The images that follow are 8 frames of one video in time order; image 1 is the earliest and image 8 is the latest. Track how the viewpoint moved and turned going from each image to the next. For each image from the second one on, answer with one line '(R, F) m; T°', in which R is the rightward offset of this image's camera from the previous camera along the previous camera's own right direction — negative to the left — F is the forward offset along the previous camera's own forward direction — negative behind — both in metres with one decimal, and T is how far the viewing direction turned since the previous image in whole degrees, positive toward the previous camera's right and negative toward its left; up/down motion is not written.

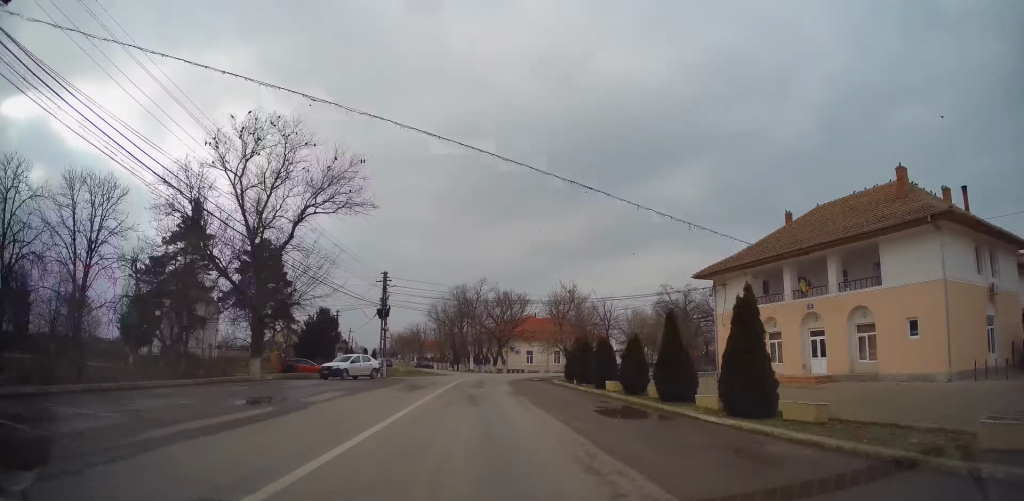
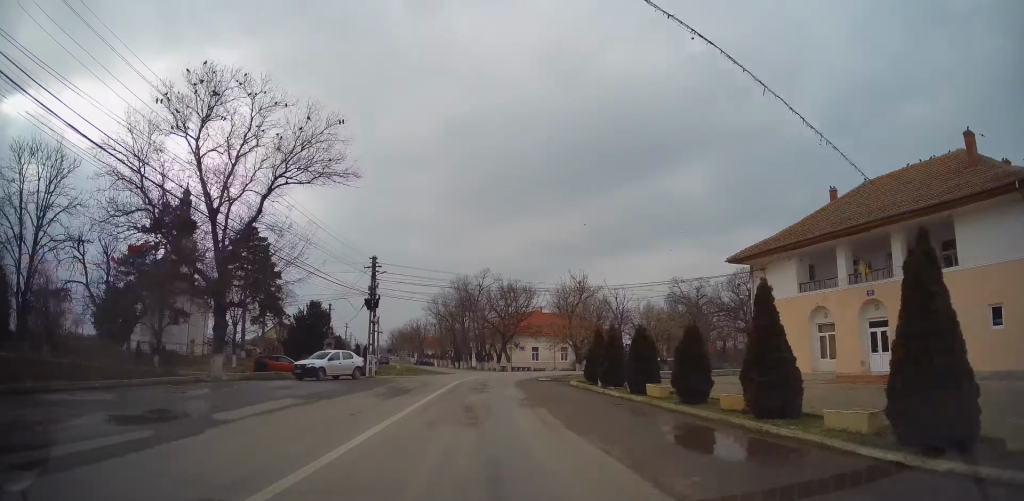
(0.0, +5.3) m; 0°
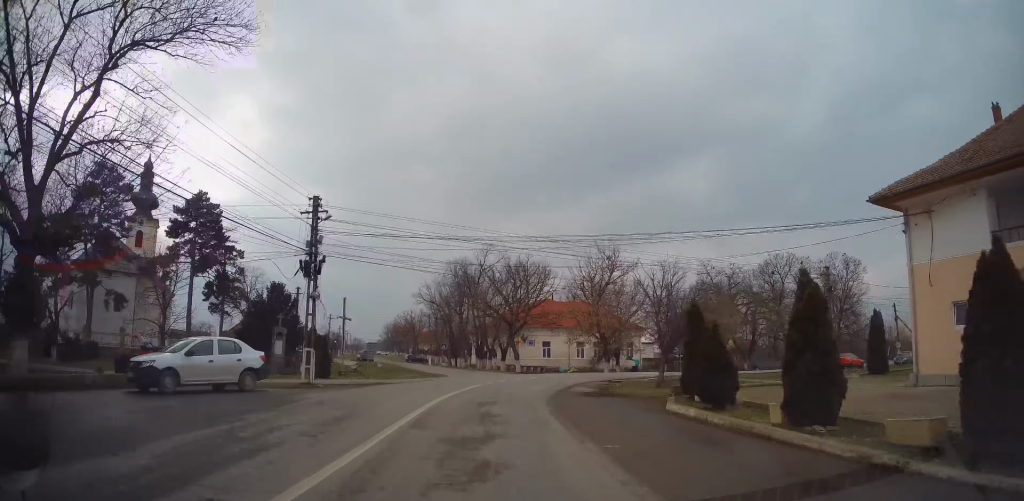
(+0.1, +13.7) m; +1°
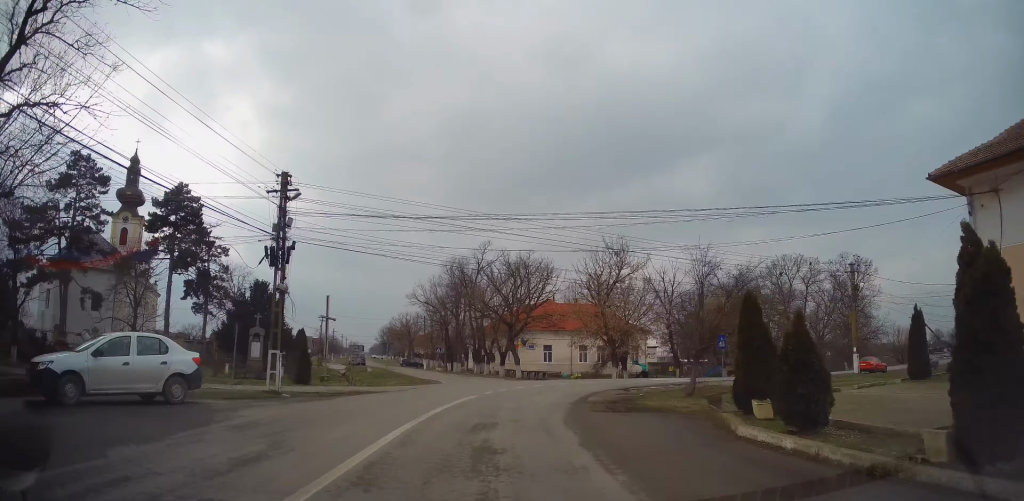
(0.0, +3.7) m; 0°
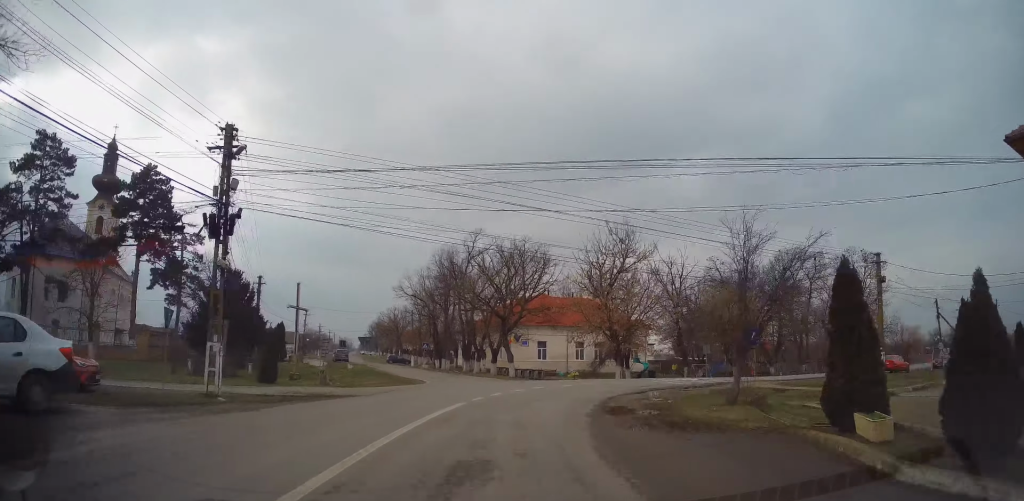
(0.0, +4.1) m; 0°
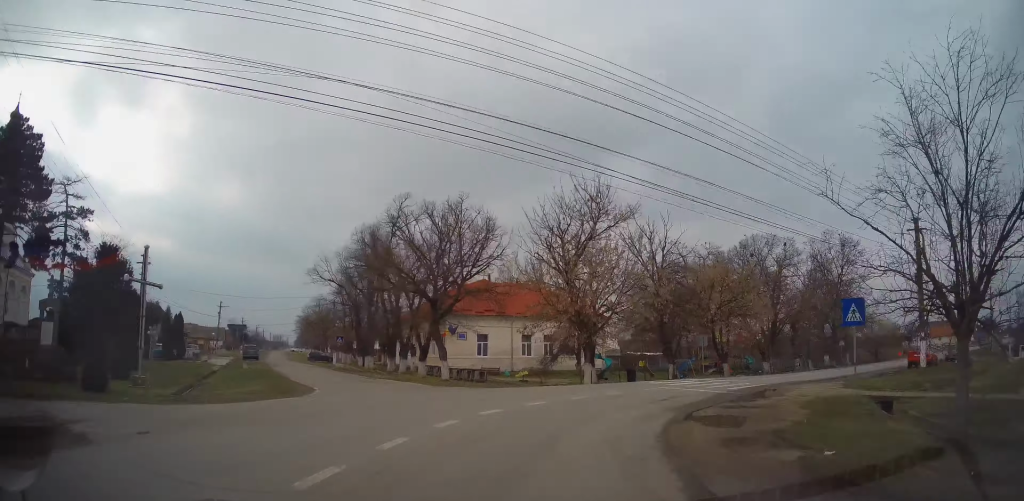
(+0.1, +10.1) m; +5°
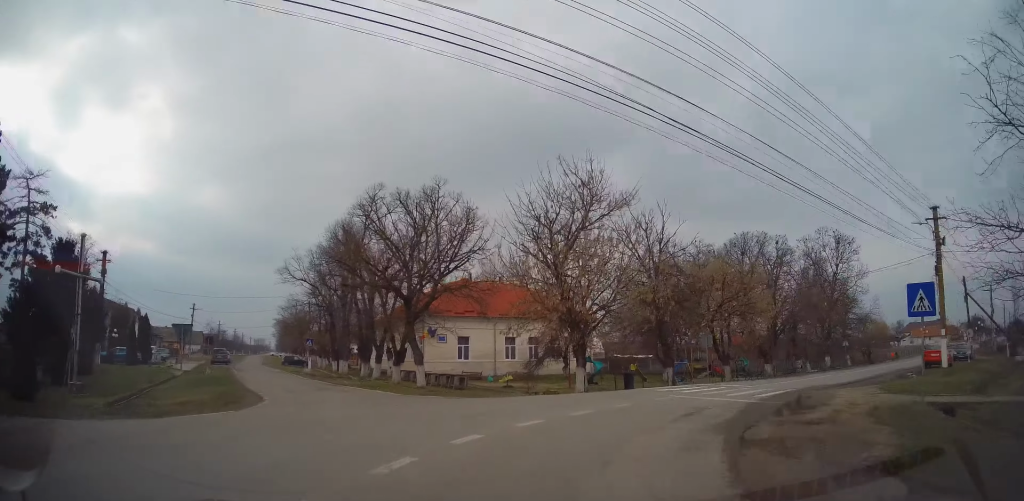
(+0.1, +3.6) m; +2°
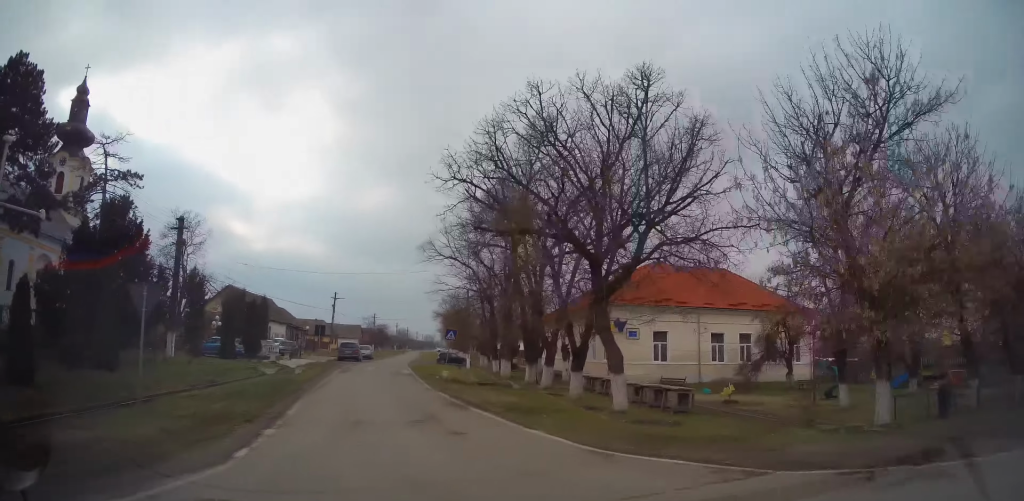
(-1.5, +12.1) m; -20°
